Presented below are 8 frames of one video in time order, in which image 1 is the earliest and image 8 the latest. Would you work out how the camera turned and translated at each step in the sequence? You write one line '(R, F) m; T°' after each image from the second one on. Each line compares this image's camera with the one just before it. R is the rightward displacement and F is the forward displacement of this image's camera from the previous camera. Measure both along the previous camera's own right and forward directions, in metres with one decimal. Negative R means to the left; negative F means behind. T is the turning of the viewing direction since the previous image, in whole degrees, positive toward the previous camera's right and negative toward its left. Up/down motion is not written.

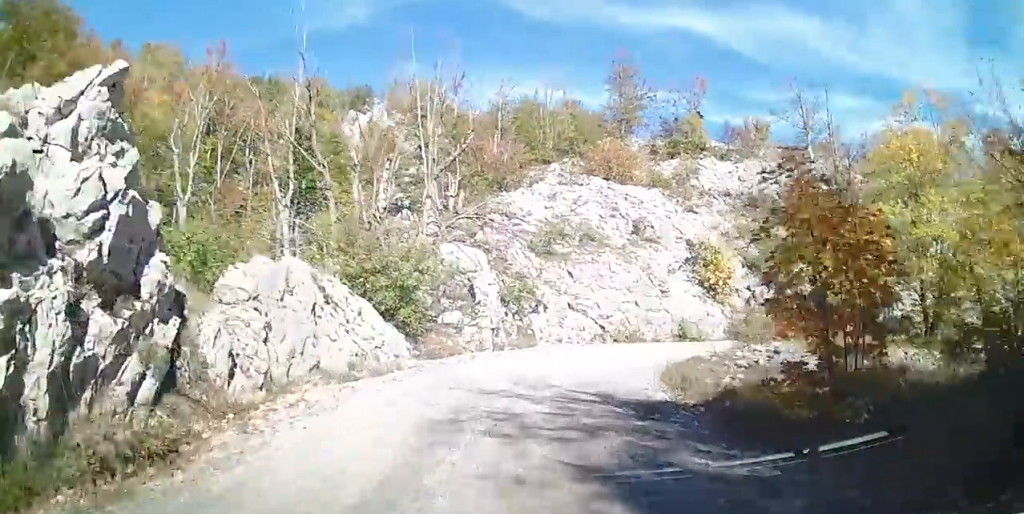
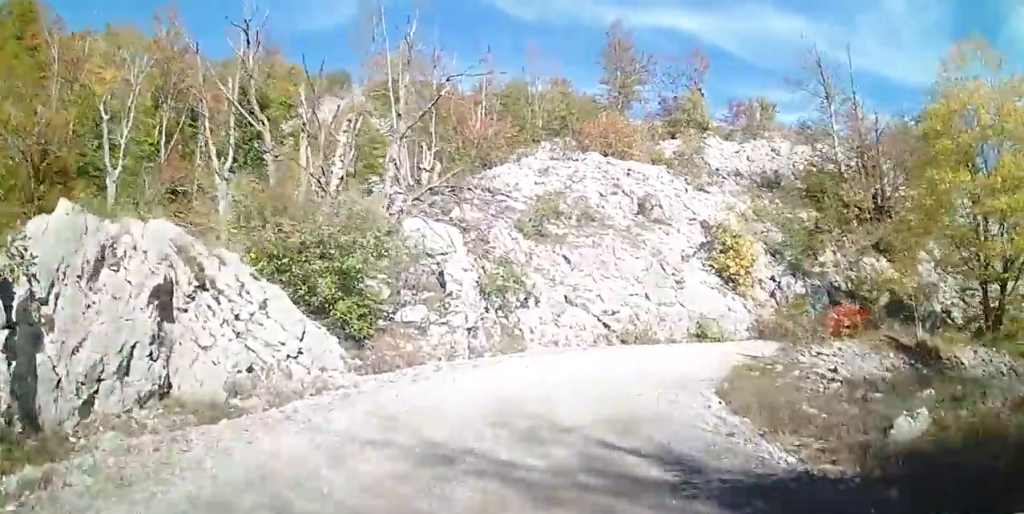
(0.0, +5.3) m; +4°
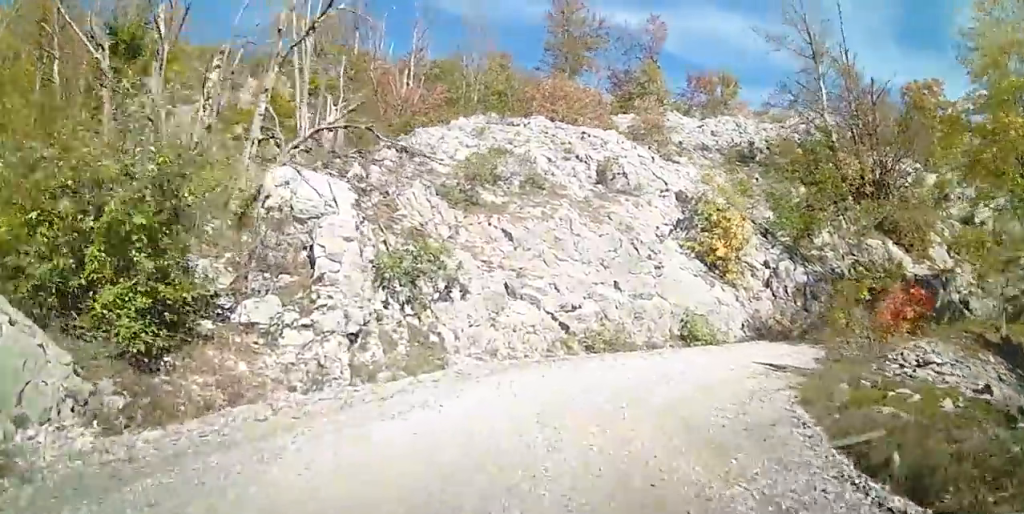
(+0.5, +6.3) m; +13°
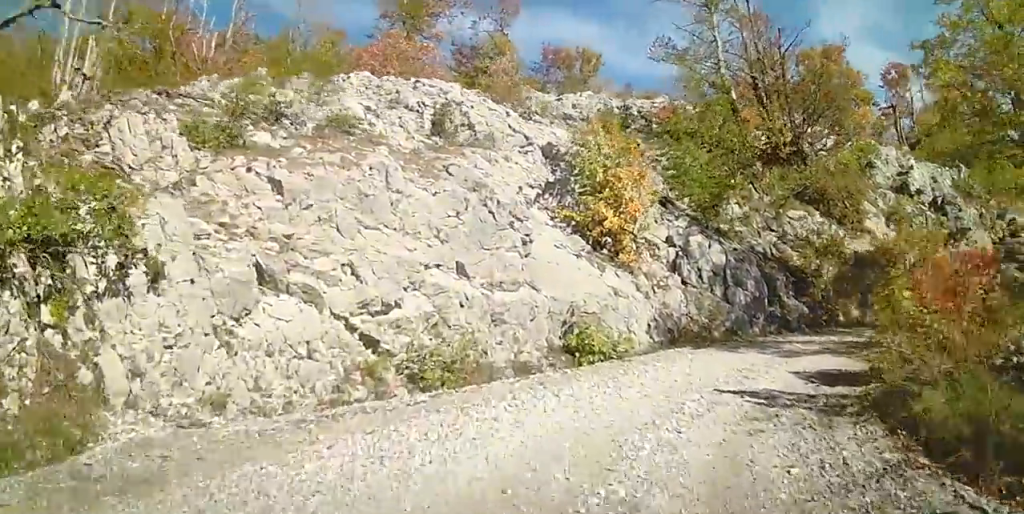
(+1.1, +6.2) m; +19°
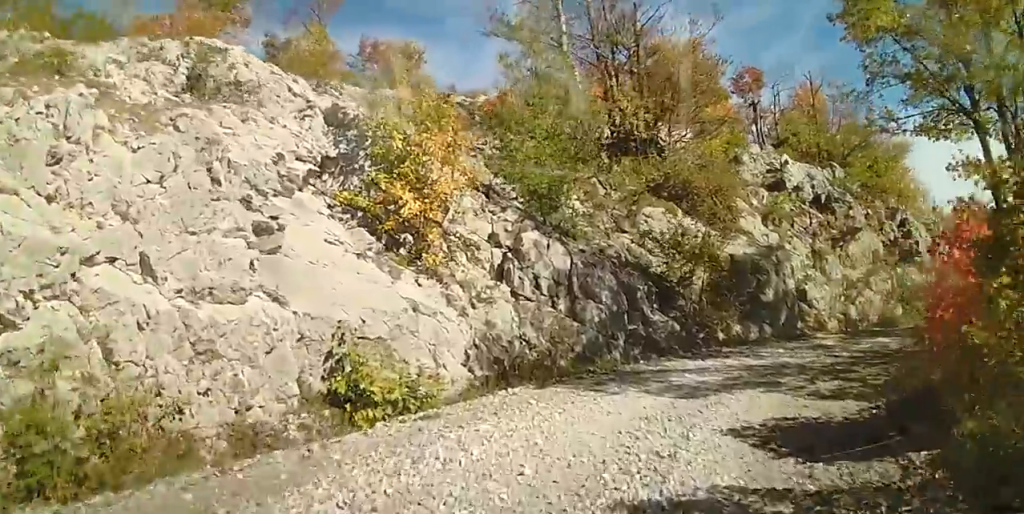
(+0.5, +4.3) m; +12°
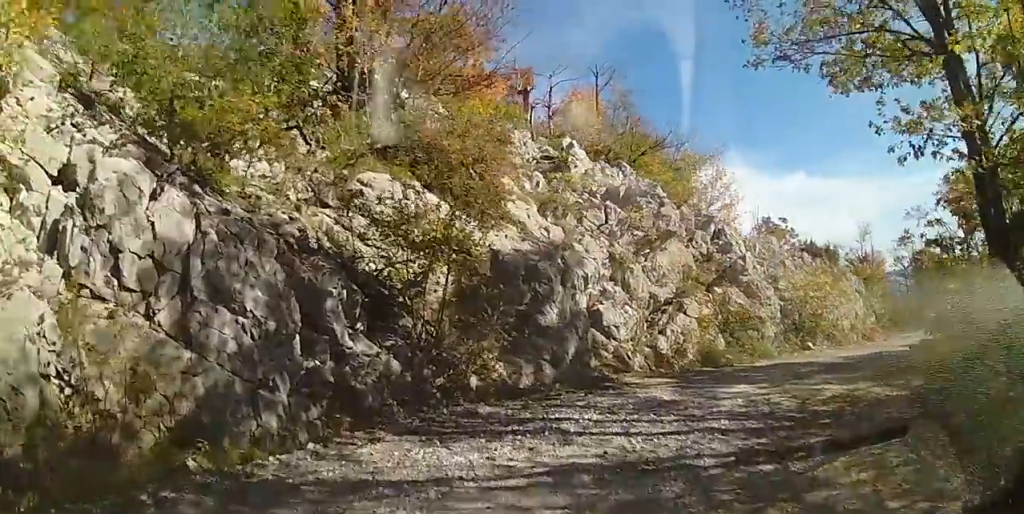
(+0.9, +6.4) m; +18°
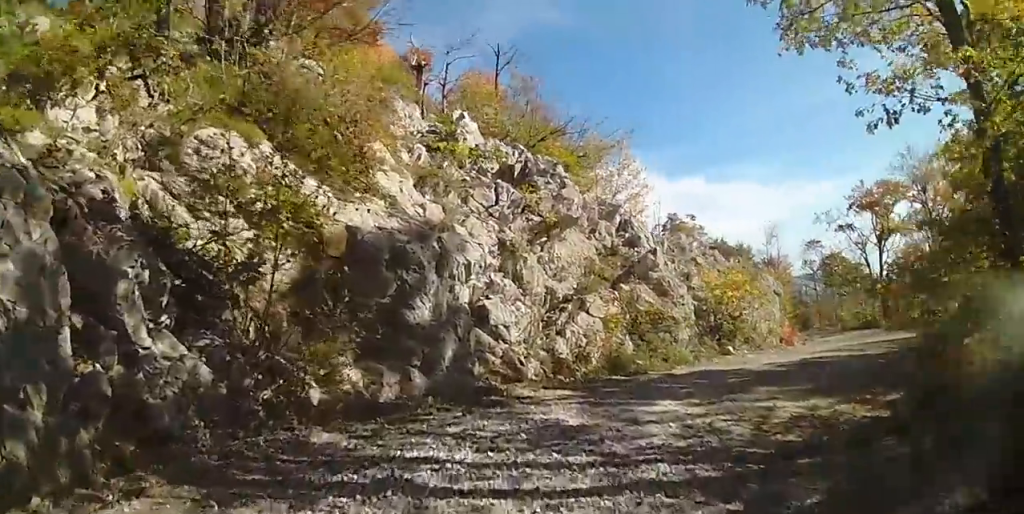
(+0.1, +2.2) m; +12°
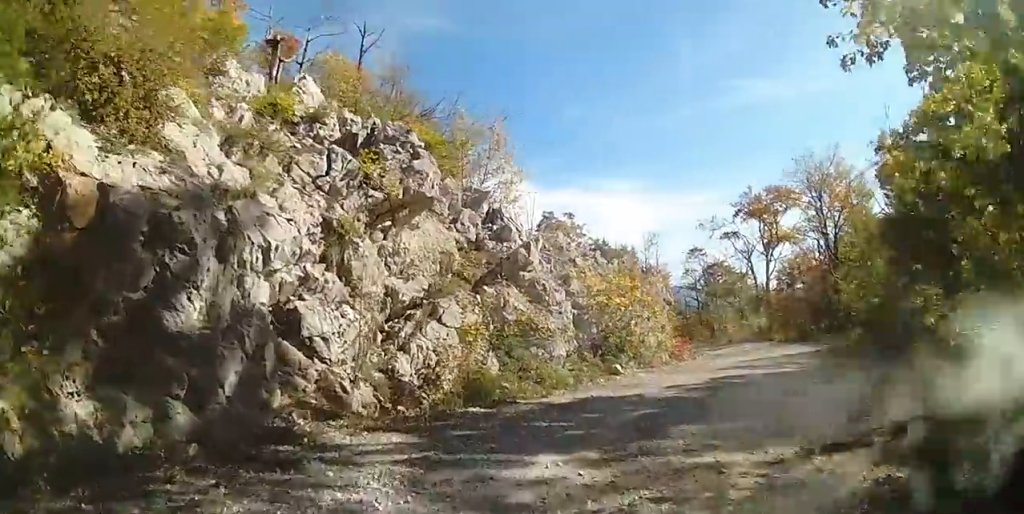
(0.0, +2.6) m; +21°
